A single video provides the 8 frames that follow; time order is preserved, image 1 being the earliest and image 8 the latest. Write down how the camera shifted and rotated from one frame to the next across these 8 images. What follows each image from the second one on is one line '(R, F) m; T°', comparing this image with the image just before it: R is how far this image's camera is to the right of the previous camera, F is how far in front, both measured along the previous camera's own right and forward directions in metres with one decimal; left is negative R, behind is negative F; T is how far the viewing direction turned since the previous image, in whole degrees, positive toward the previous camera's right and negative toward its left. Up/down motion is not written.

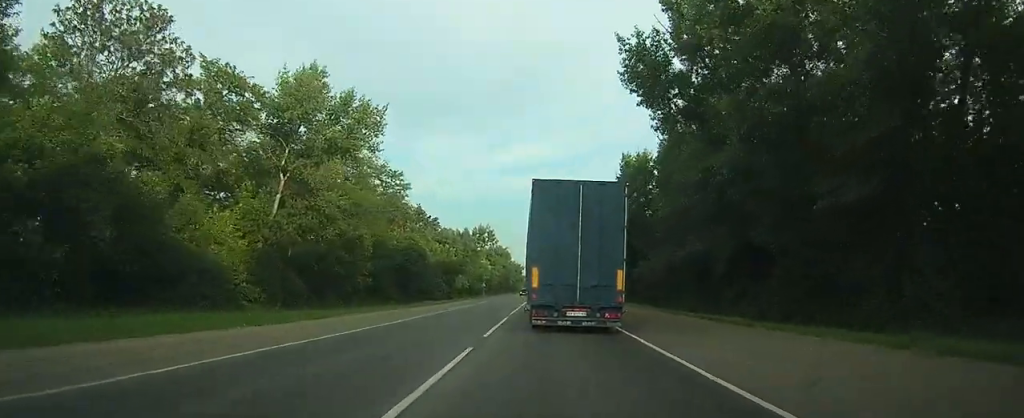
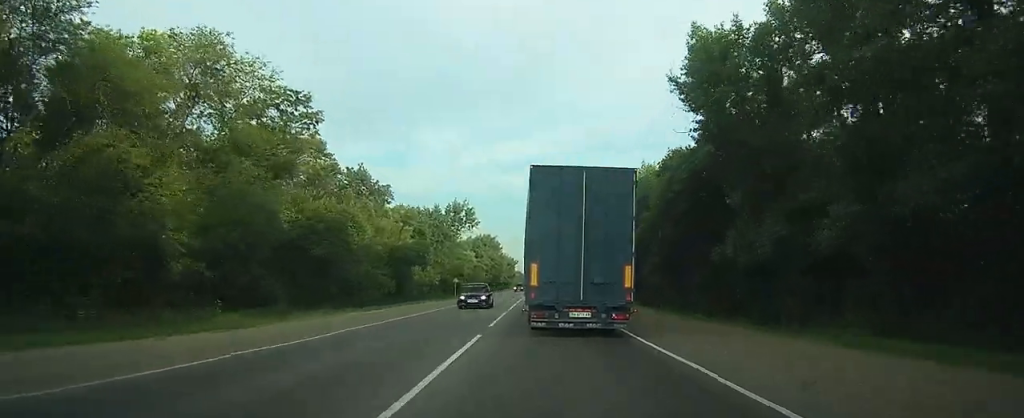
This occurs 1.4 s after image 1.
(+0.3, +30.4) m; 0°
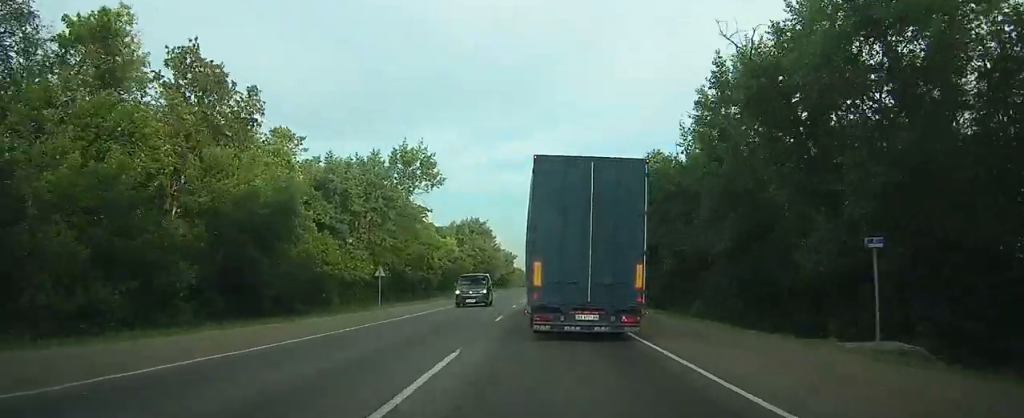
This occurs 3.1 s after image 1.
(-0.2, +42.6) m; 0°
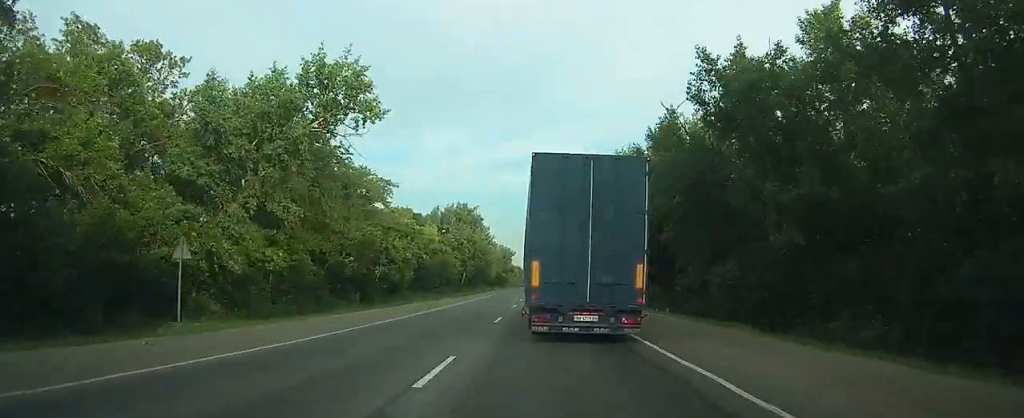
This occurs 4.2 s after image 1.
(0.0, +26.8) m; 0°
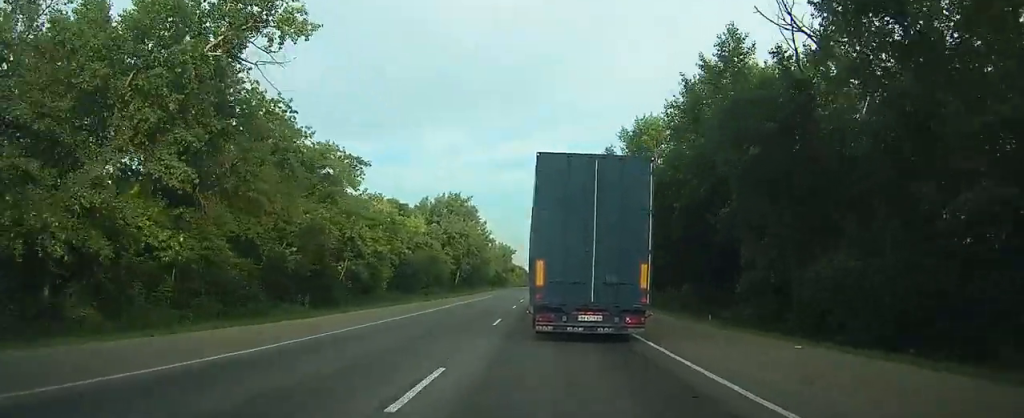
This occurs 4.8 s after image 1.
(0.0, +14.5) m; 0°
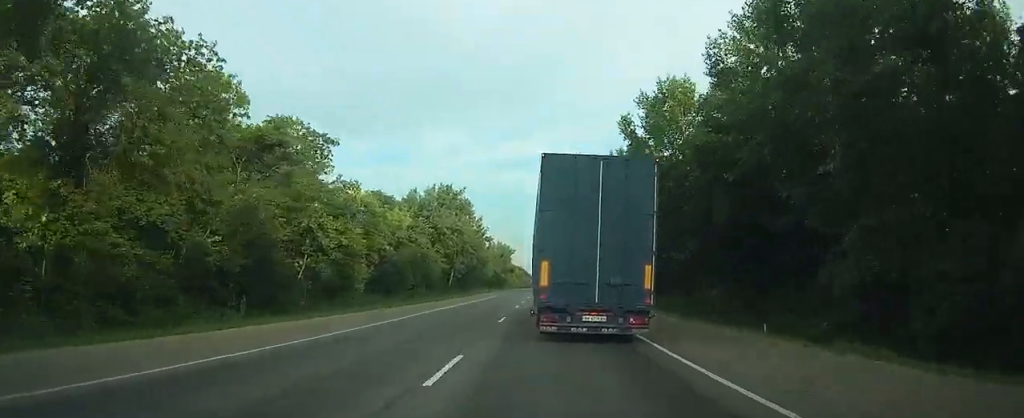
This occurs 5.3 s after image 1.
(0.0, +11.3) m; 0°
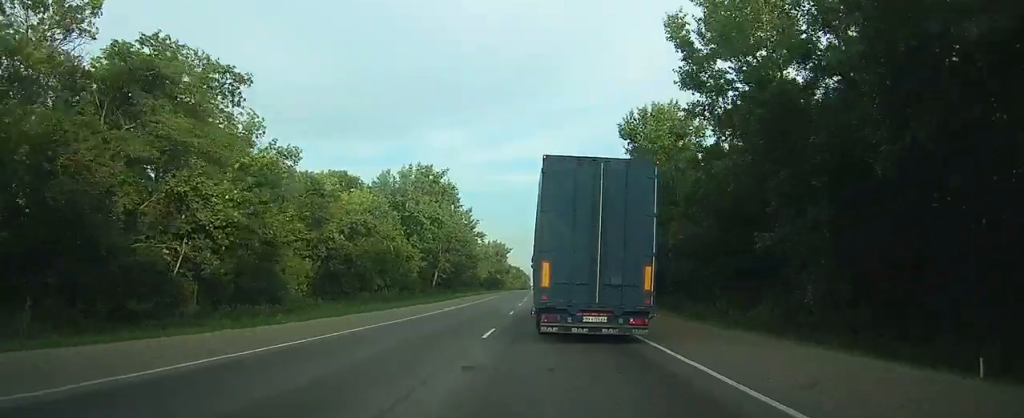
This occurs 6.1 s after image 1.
(0.0, +18.4) m; 0°
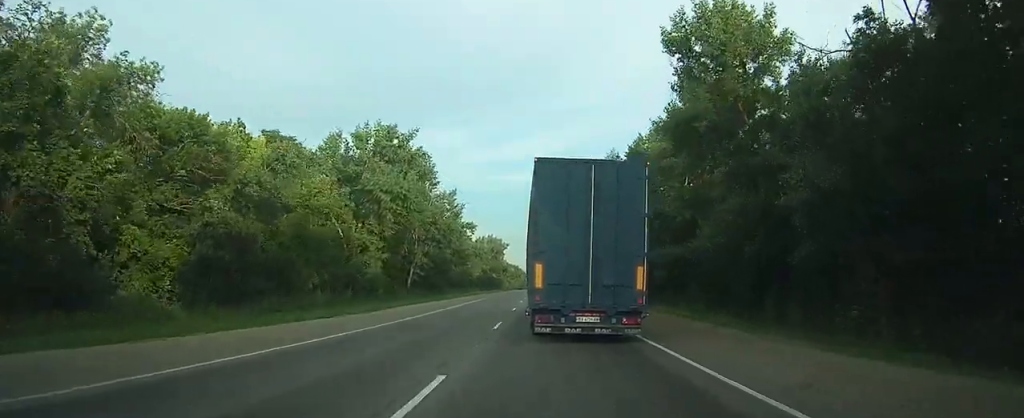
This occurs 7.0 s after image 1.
(0.0, +22.2) m; 0°
